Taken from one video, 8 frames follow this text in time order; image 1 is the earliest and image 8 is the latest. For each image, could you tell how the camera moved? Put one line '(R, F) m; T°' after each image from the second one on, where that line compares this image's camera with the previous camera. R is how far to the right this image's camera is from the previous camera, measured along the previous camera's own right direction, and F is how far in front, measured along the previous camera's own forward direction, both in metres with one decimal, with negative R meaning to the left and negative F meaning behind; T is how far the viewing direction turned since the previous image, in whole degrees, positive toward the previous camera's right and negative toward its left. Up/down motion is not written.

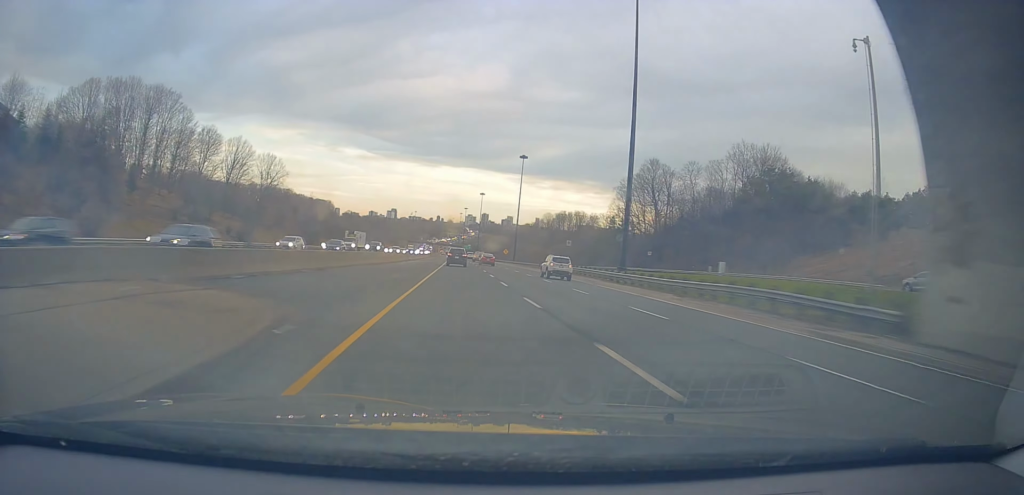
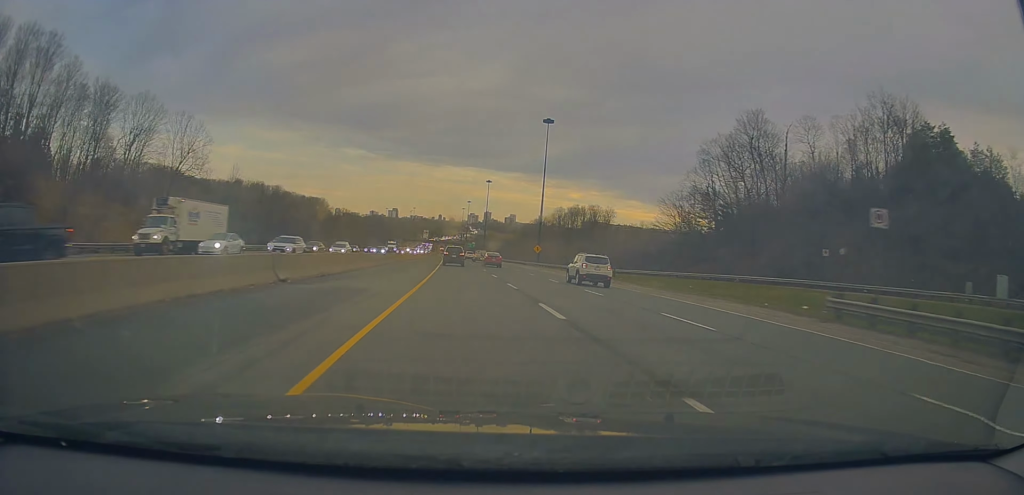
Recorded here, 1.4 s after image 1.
(-0.3, +50.2) m; 0°
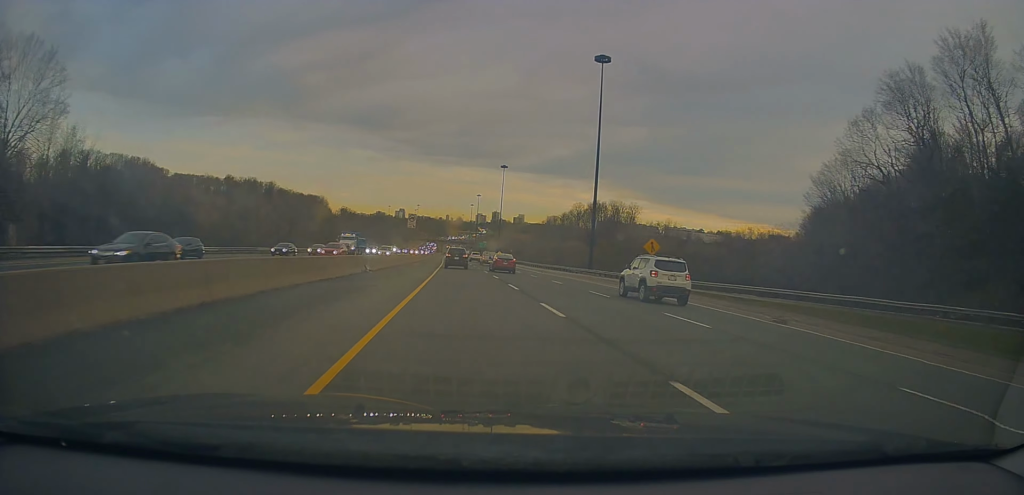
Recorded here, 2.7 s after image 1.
(-0.2, +47.4) m; 0°
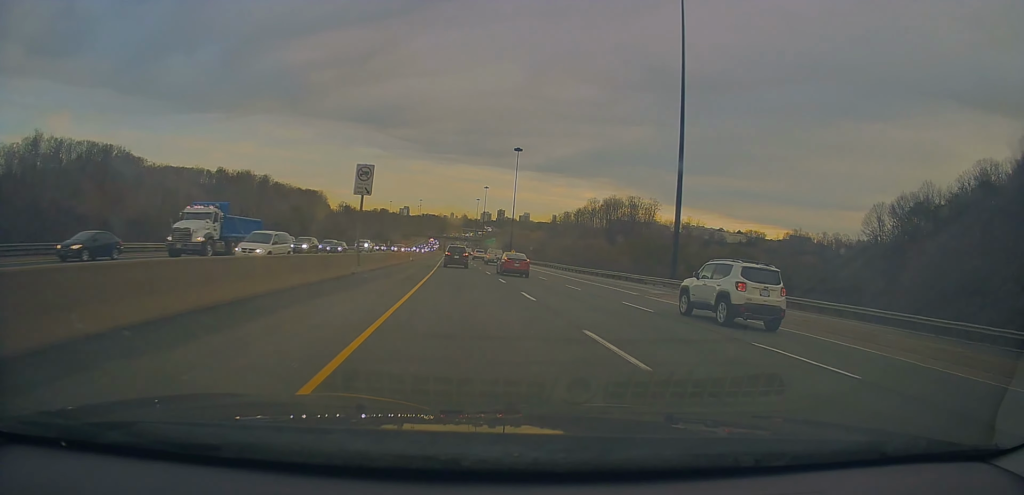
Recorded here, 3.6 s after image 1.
(+0.1, +33.6) m; 0°
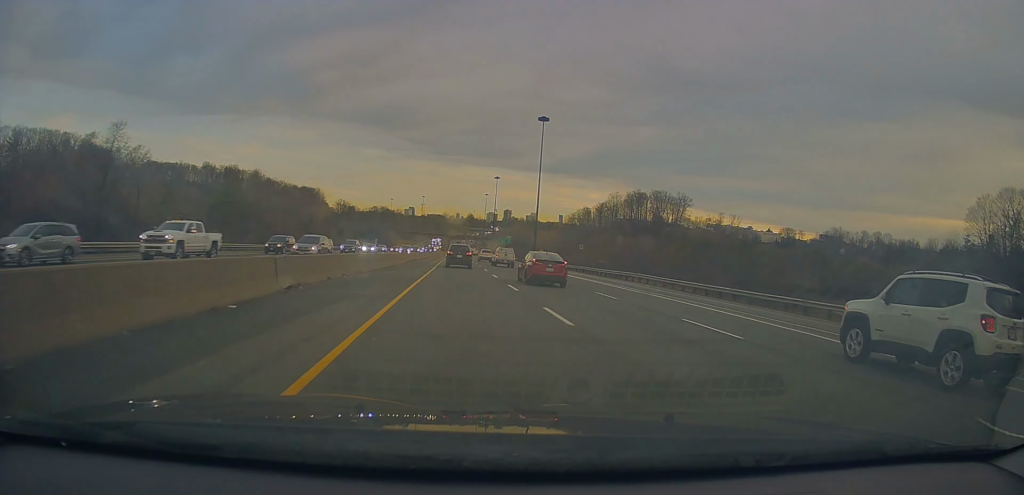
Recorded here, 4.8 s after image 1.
(-0.4, +44.0) m; -1°
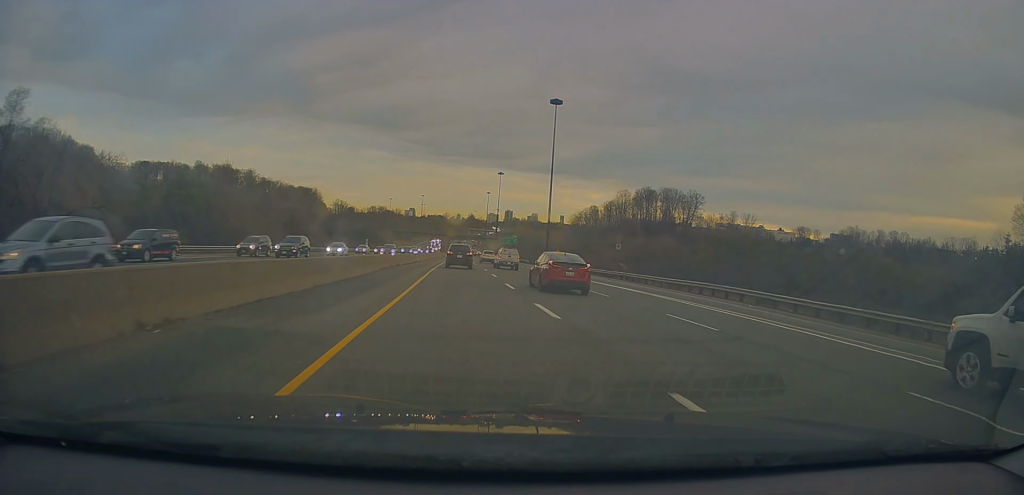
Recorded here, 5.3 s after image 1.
(0.0, +17.5) m; 0°
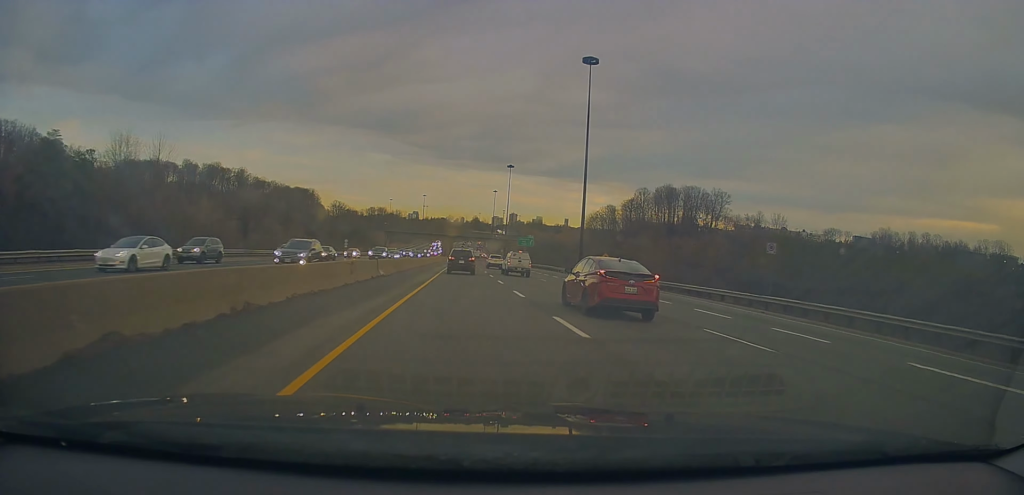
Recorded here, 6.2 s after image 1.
(0.0, +29.9) m; 0°
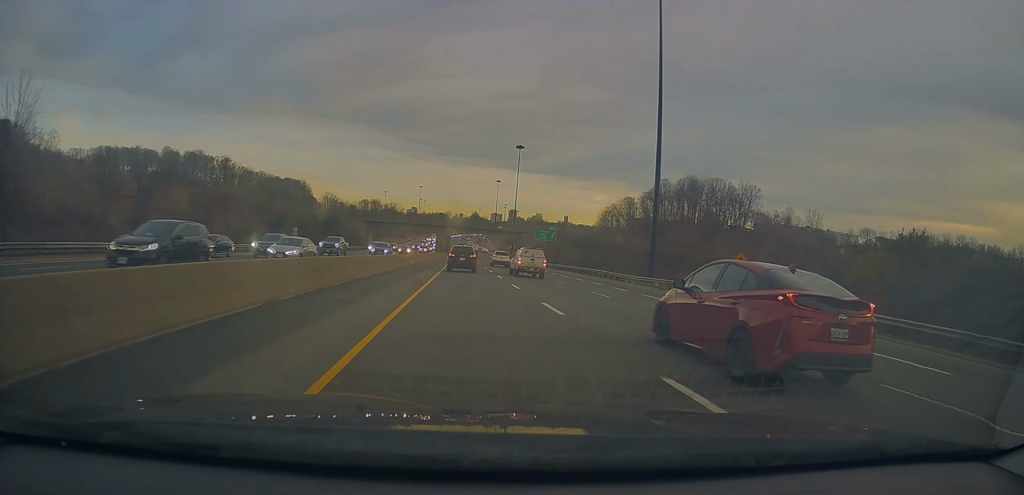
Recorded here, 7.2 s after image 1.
(-0.1, +33.7) m; 0°
